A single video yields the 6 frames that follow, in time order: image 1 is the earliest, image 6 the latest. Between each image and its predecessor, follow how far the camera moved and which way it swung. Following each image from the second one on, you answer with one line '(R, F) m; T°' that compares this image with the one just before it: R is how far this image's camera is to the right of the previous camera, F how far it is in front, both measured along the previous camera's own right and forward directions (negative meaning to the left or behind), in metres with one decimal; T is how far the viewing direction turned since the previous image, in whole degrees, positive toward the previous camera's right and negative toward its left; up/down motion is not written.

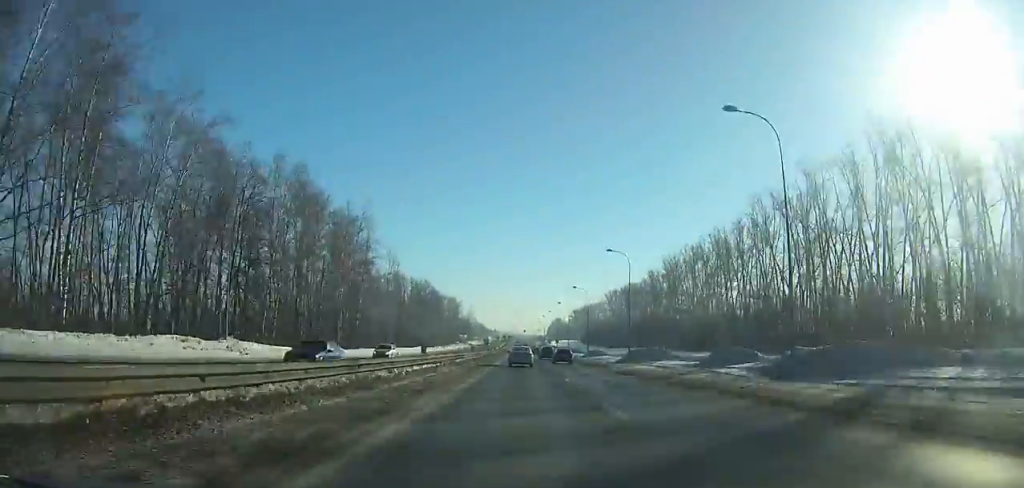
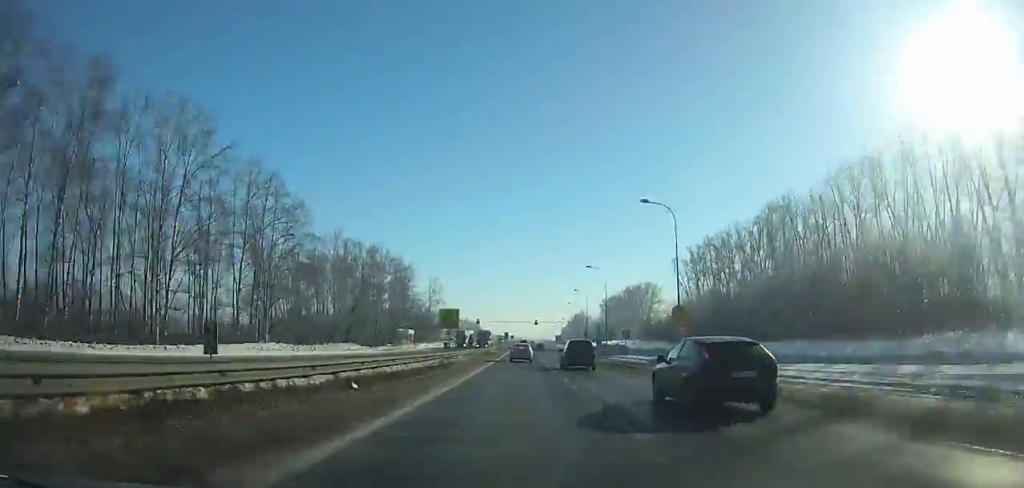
(-0.6, +155.5) m; 0°
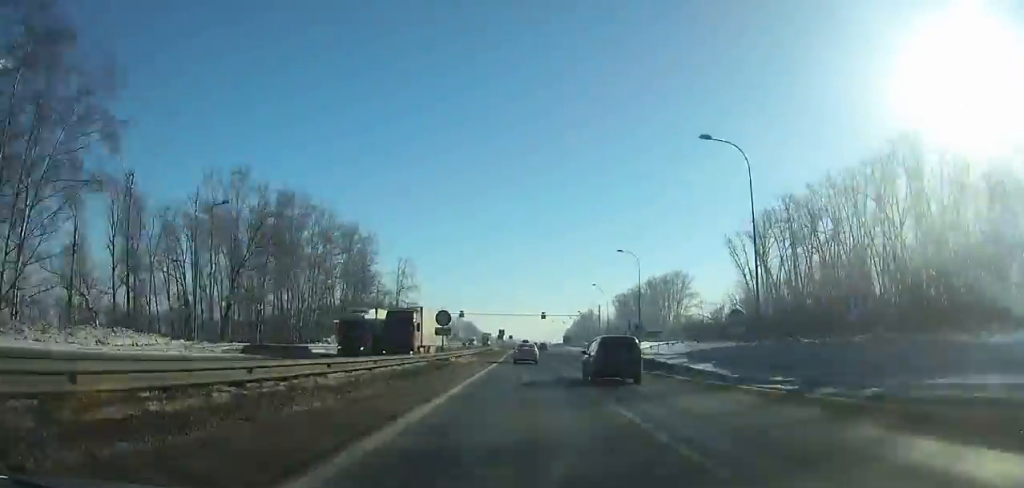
(0.0, +44.2) m; 0°
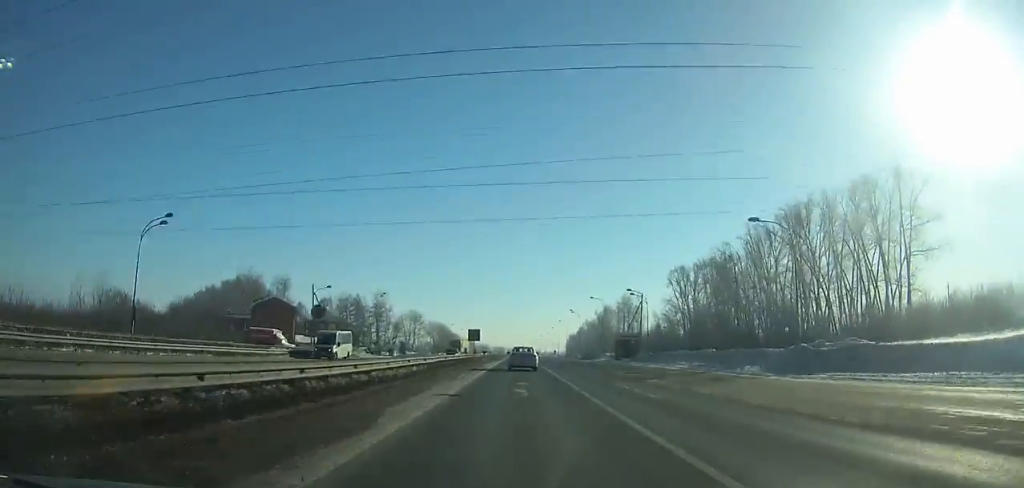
(+0.5, +132.7) m; 0°
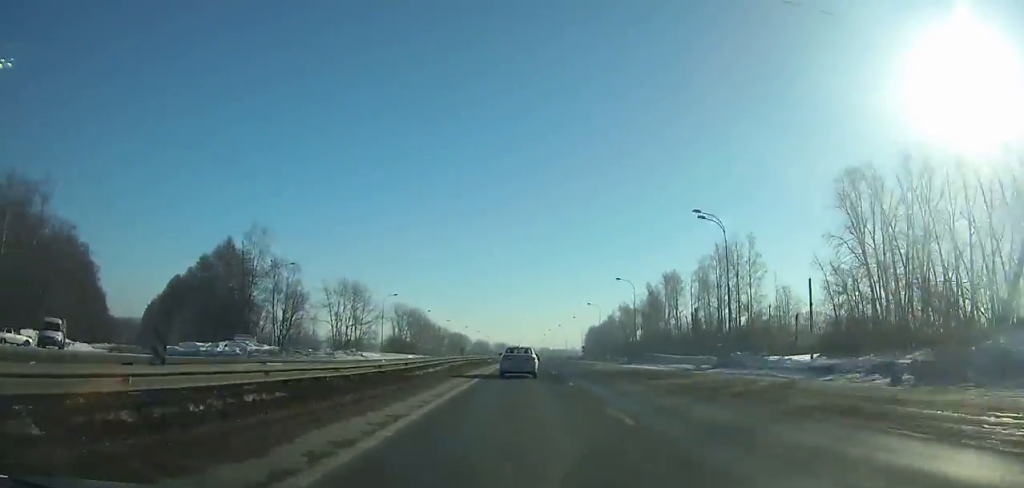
(-0.2, +97.1) m; 0°
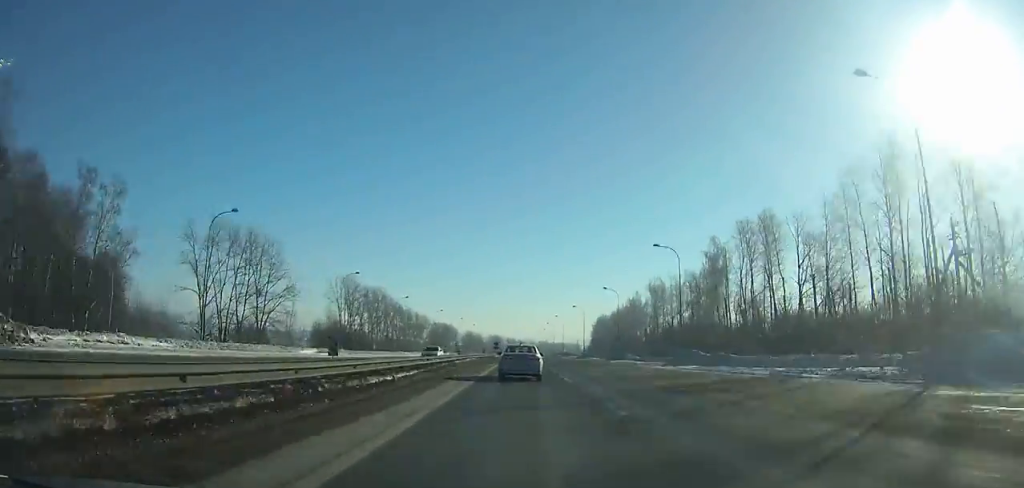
(+0.2, +59.5) m; 0°
